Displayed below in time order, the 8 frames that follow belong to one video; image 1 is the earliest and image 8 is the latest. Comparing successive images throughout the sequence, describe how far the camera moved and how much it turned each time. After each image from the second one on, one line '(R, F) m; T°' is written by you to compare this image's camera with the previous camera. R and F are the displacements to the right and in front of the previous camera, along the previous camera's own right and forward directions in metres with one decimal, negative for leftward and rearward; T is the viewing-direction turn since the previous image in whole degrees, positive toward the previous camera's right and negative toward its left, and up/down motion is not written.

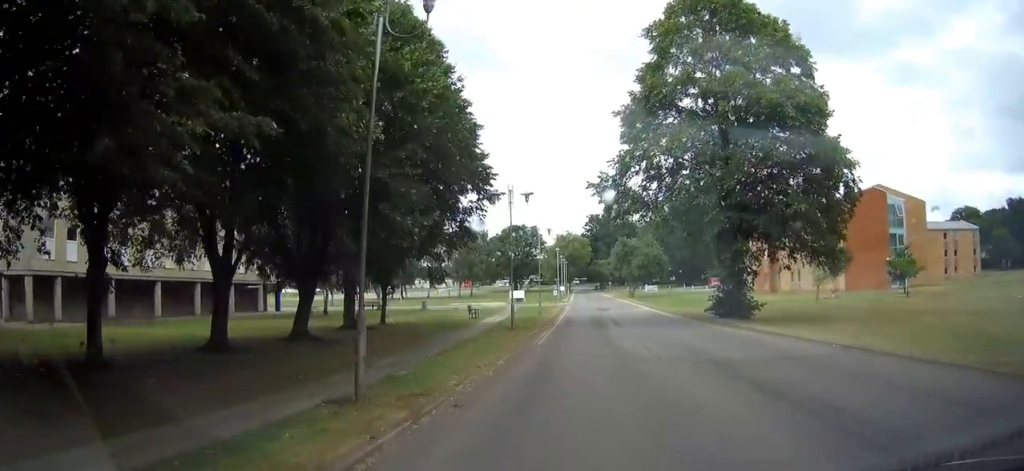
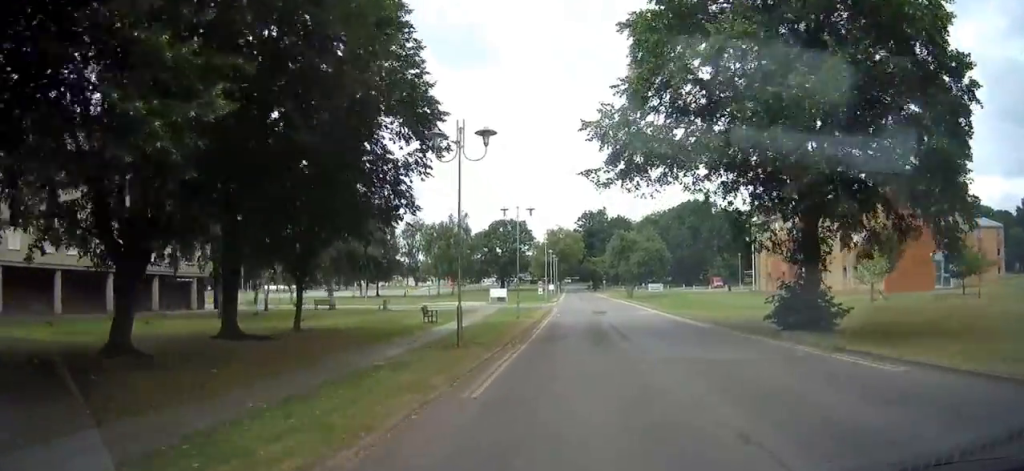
(-0.4, +11.3) m; -6°
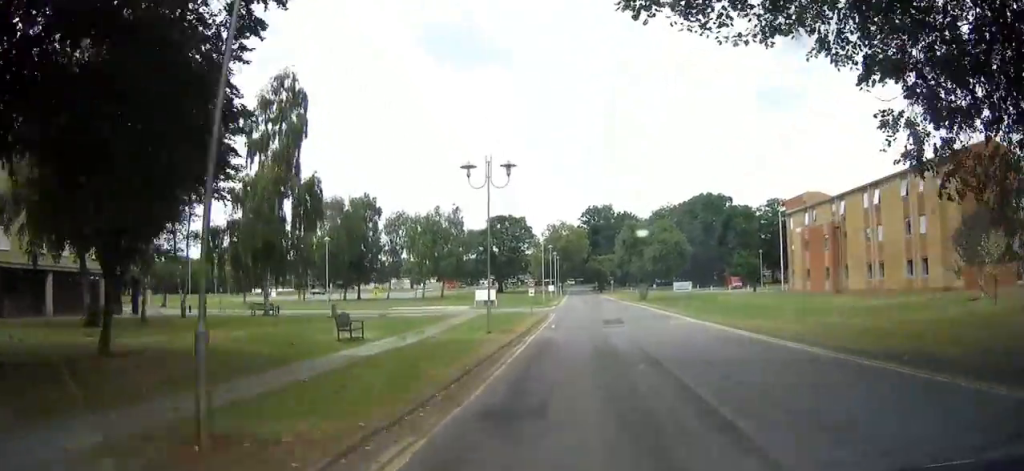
(-0.4, +13.2) m; -2°
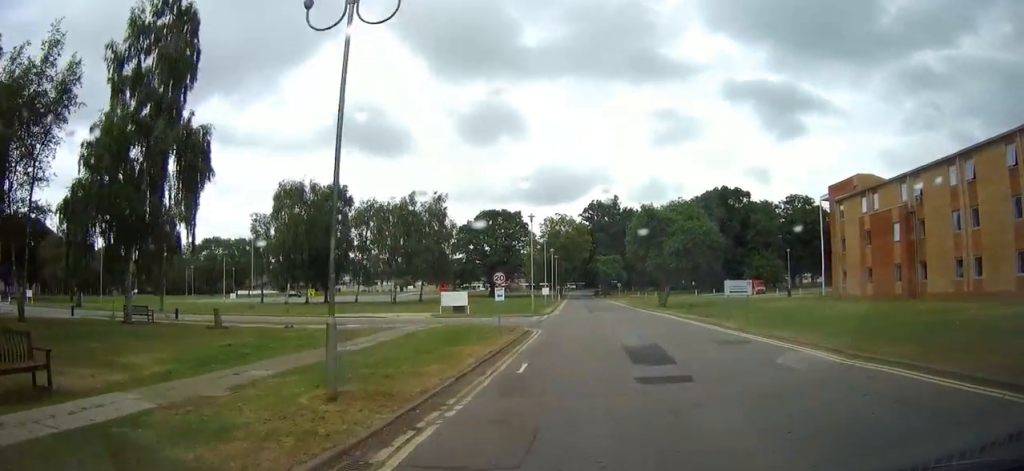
(+0.7, +15.5) m; +6°
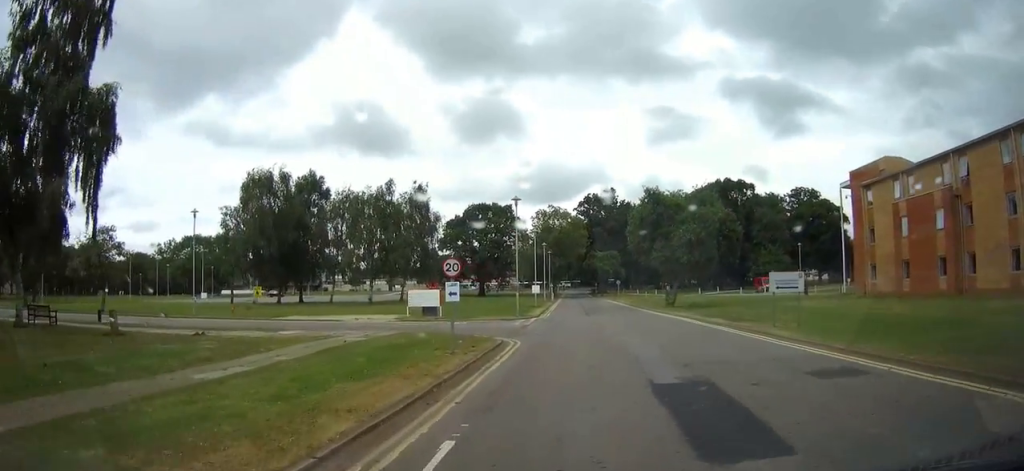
(+0.2, +7.6) m; -1°
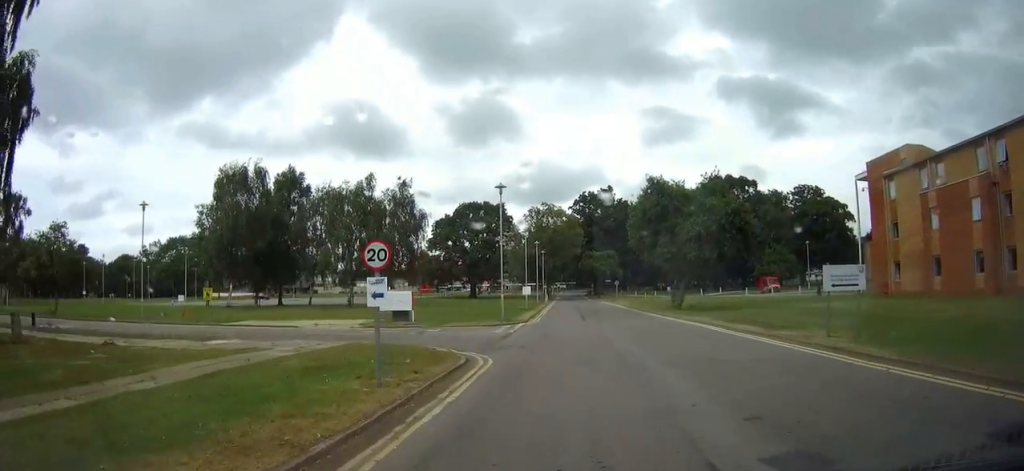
(-0.2, +5.5) m; -2°
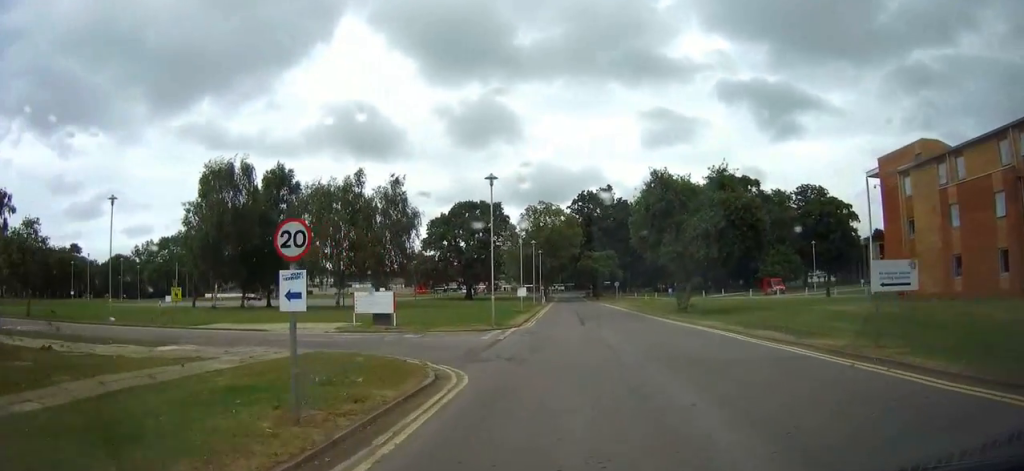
(0.0, +3.0) m; 0°
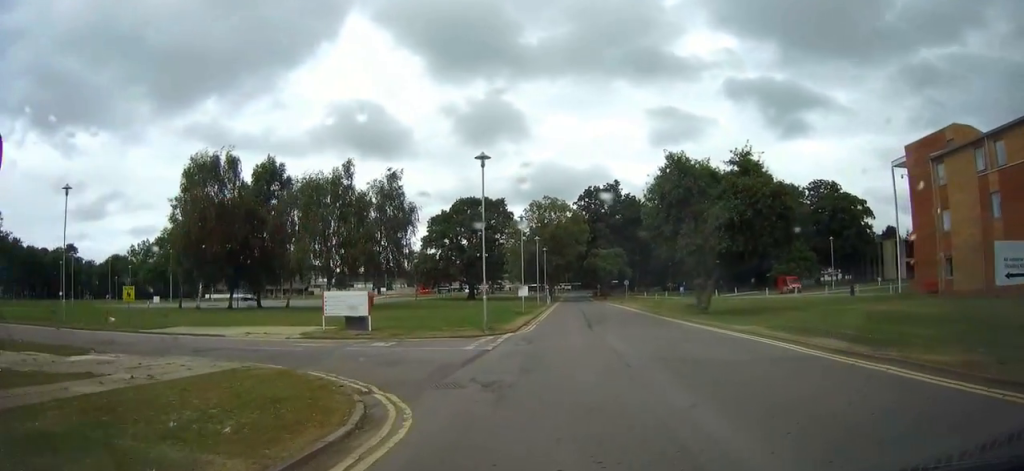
(0.0, +4.7) m; 0°
